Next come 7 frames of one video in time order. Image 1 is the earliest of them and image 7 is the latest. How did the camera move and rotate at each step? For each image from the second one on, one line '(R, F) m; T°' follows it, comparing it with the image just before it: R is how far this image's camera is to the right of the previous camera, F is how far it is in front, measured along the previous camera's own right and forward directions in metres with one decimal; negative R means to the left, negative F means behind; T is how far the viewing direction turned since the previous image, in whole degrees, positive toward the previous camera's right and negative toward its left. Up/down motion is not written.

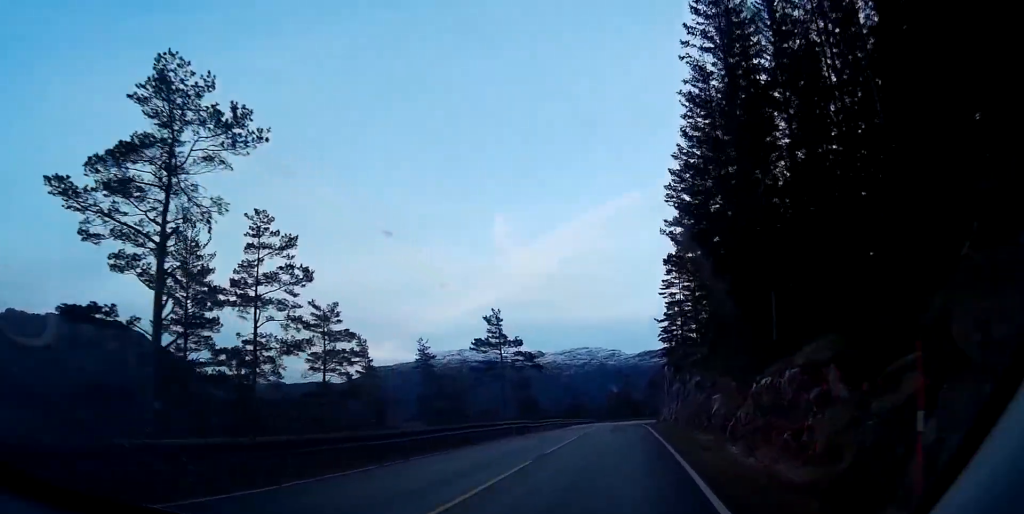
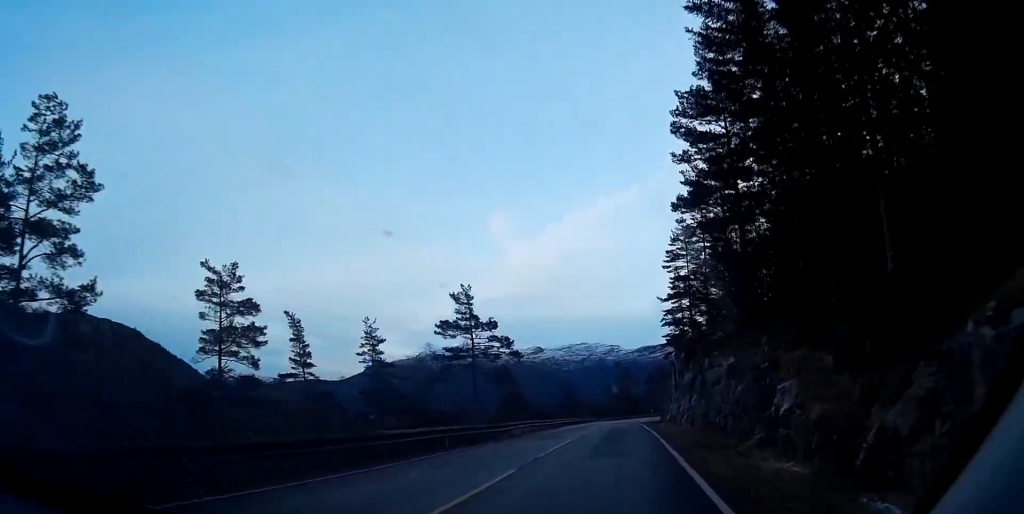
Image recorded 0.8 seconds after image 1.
(0.0, +13.9) m; 0°
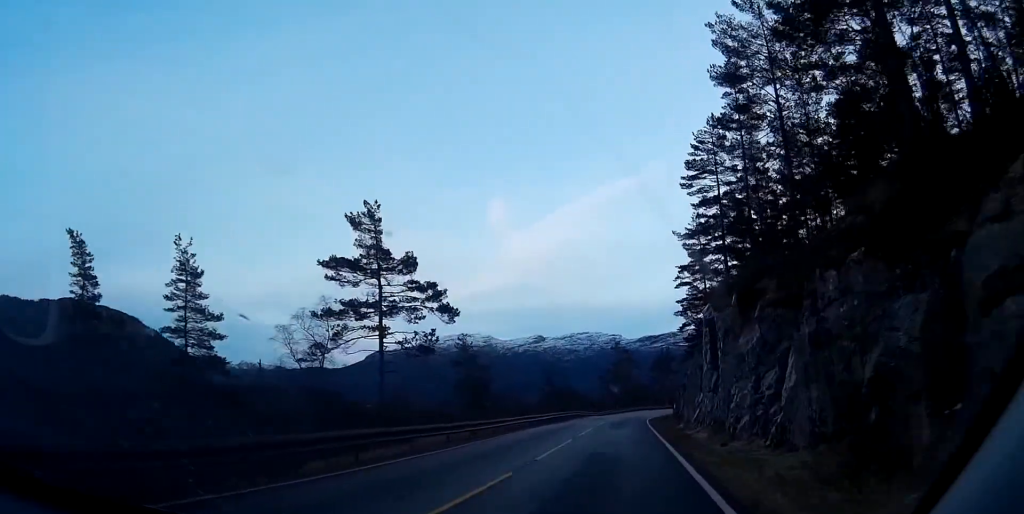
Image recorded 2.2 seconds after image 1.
(-0.2, +24.5) m; -1°
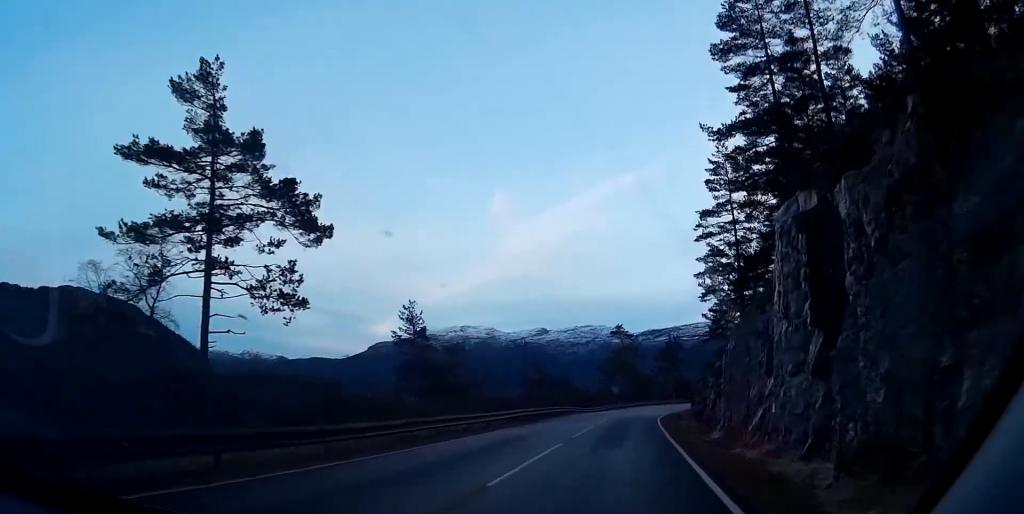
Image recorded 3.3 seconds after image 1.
(-0.3, +17.7) m; 0°
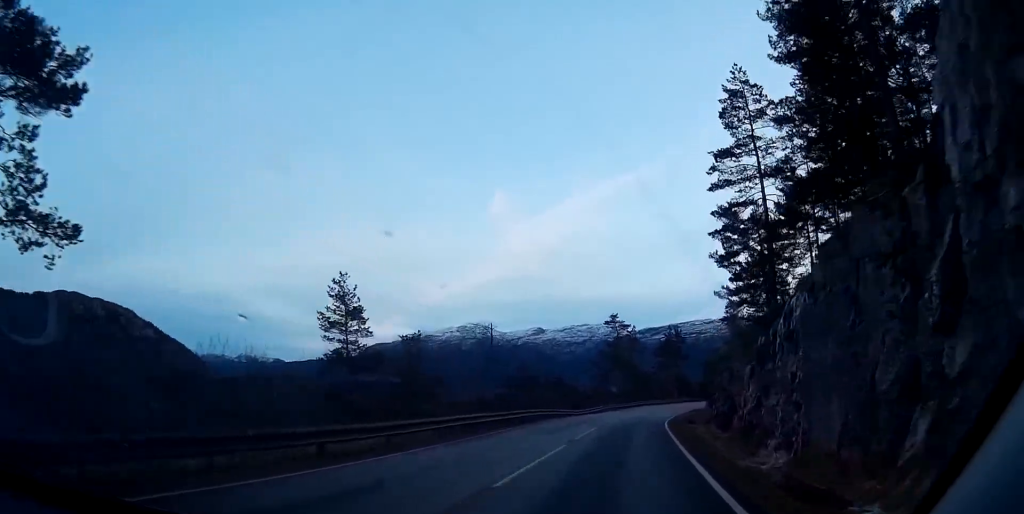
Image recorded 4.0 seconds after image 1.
(+0.1, +12.0) m; +1°
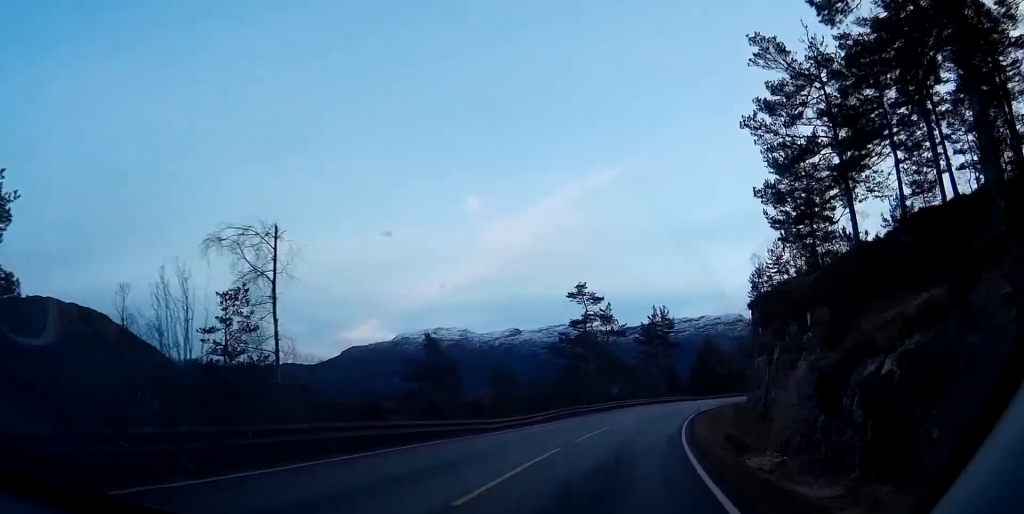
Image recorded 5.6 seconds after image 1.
(+0.5, +25.3) m; +3°
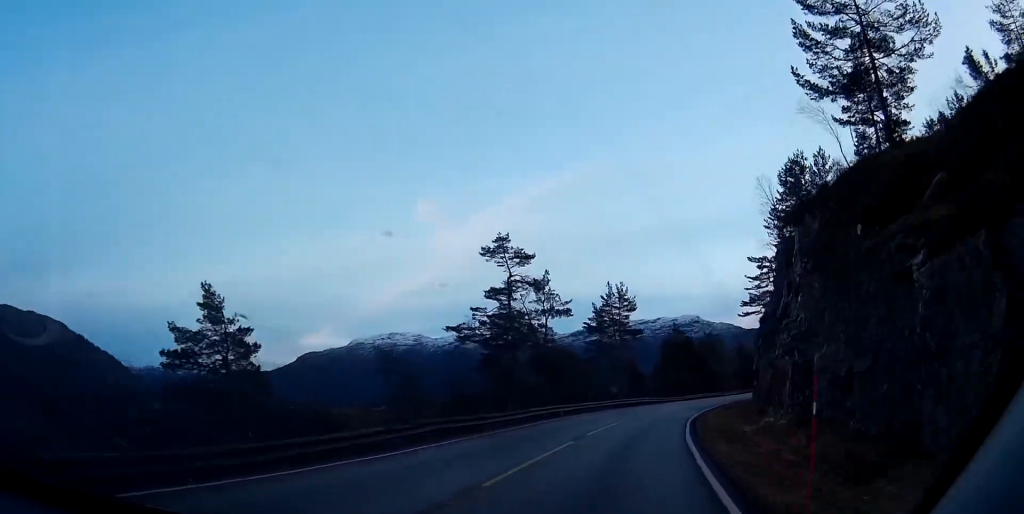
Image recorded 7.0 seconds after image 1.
(+1.0, +22.3) m; +5°
